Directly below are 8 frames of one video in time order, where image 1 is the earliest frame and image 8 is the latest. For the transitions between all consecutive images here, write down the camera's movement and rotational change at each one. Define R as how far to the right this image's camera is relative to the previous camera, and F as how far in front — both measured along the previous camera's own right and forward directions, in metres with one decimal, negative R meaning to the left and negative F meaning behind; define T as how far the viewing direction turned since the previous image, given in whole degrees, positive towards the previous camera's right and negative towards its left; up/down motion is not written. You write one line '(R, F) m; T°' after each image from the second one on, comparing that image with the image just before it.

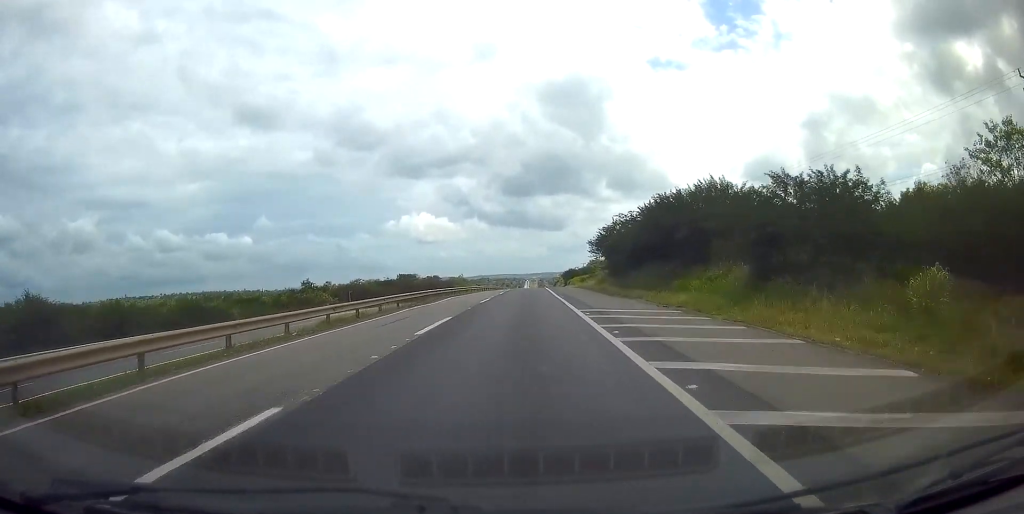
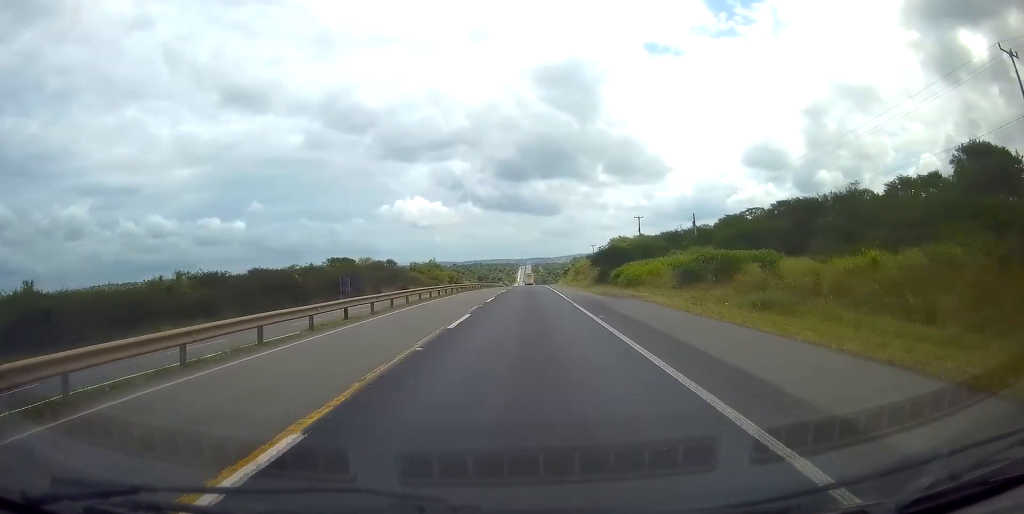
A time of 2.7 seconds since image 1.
(-1.0, +80.3) m; 0°
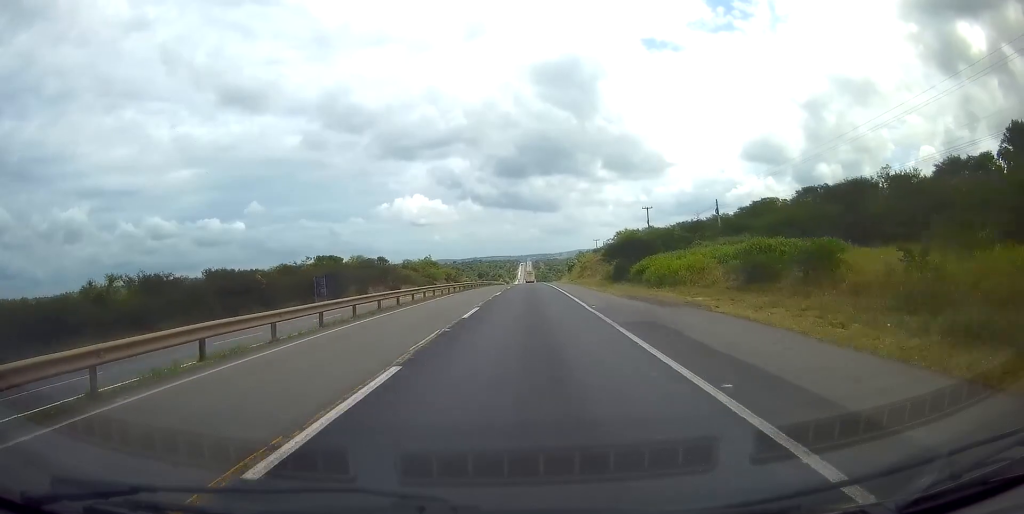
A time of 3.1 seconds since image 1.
(+0.4, +11.6) m; 0°
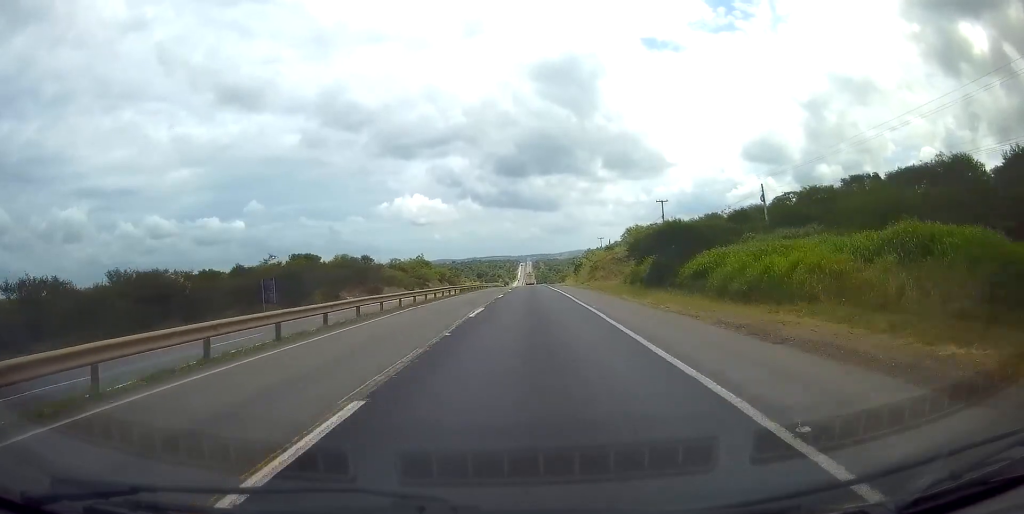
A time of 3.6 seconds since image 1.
(0.0, +16.4) m; 0°
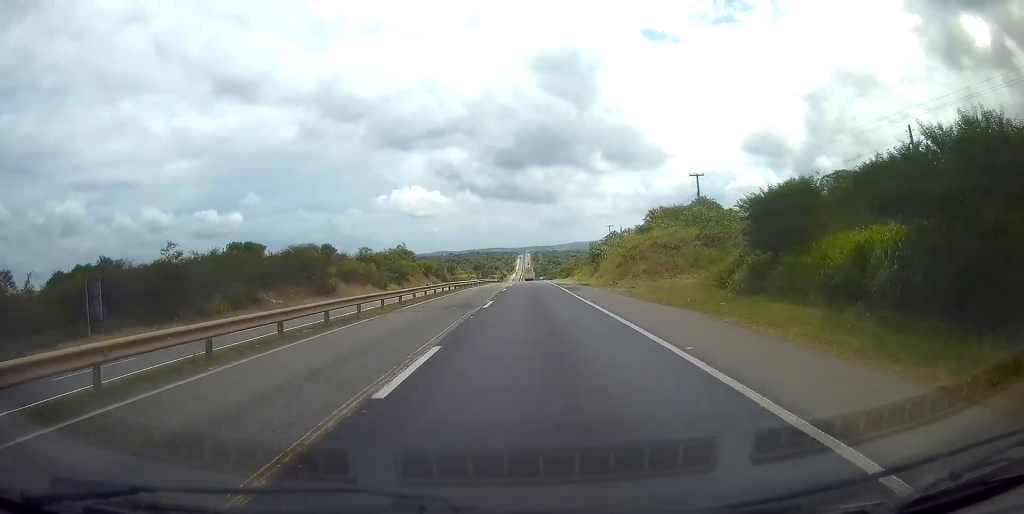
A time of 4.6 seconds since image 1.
(-0.6, +28.6) m; 0°
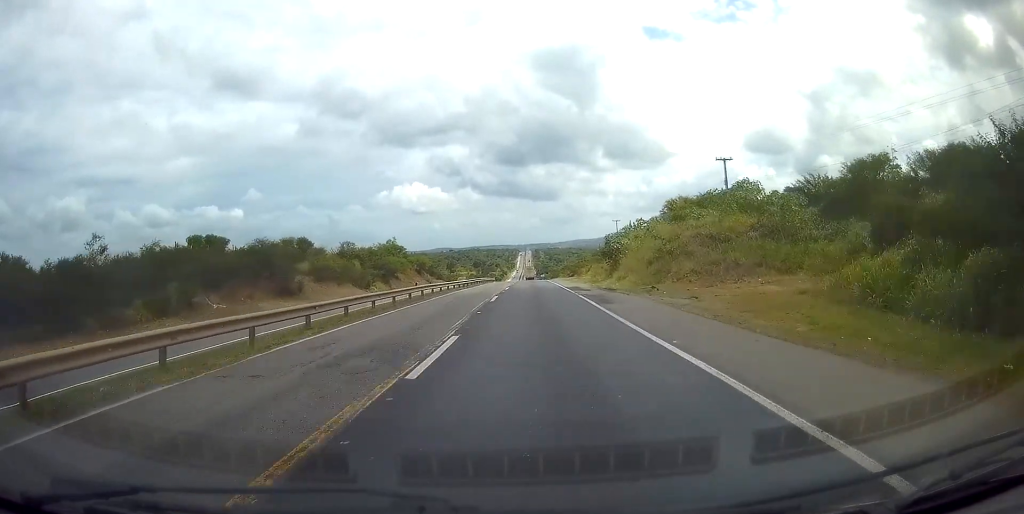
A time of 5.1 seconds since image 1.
(+0.1, +14.2) m; +1°
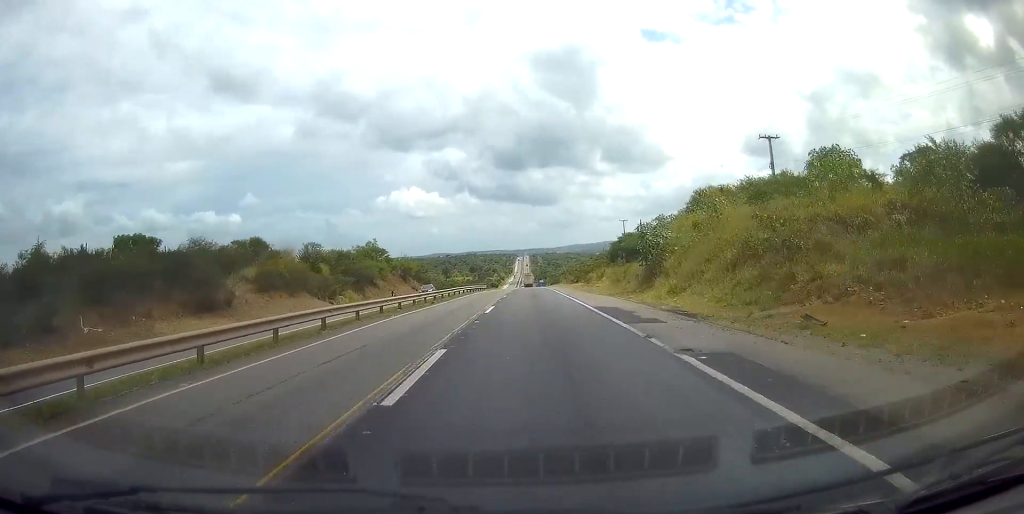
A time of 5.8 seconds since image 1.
(+0.2, +18.8) m; +1°
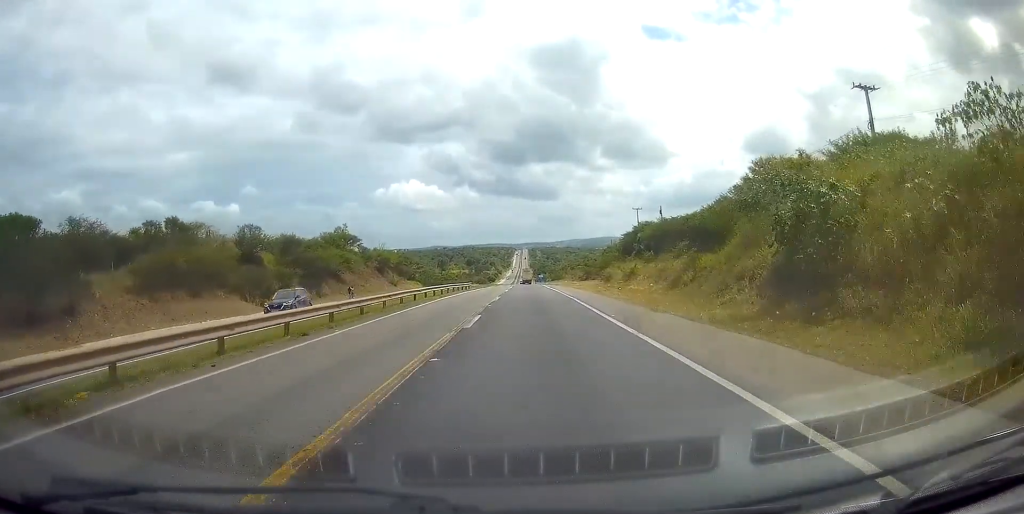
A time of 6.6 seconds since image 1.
(+0.2, +23.6) m; 0°
